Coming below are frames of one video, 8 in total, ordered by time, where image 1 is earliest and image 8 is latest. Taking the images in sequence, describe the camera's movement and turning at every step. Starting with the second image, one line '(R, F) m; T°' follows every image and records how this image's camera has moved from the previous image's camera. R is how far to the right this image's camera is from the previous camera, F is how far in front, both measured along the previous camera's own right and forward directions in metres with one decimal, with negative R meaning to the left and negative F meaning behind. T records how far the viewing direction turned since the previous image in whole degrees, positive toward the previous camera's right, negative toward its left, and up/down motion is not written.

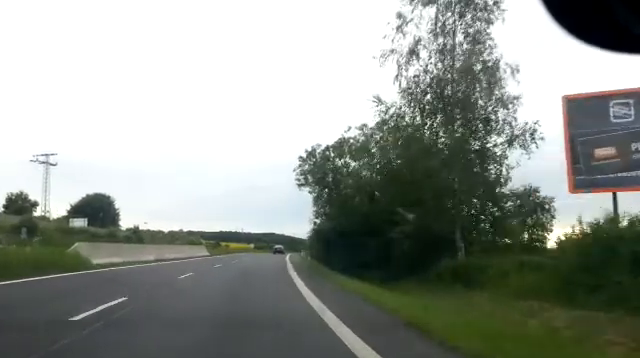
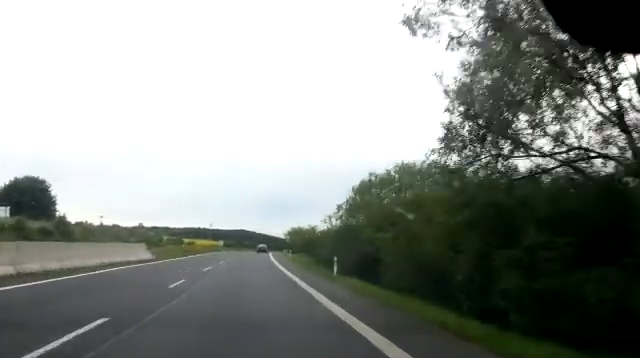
(+0.6, +20.0) m; +3°
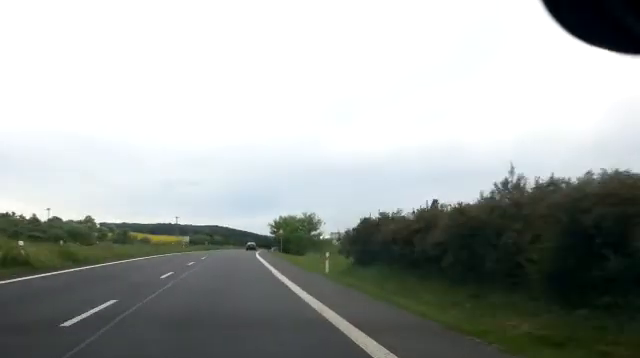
(+1.4, +33.1) m; +3°
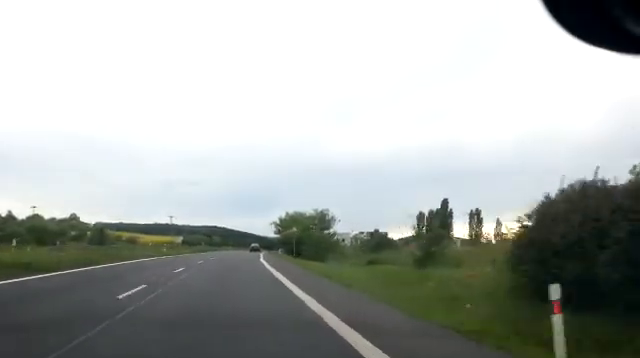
(+0.1, +14.0) m; +1°
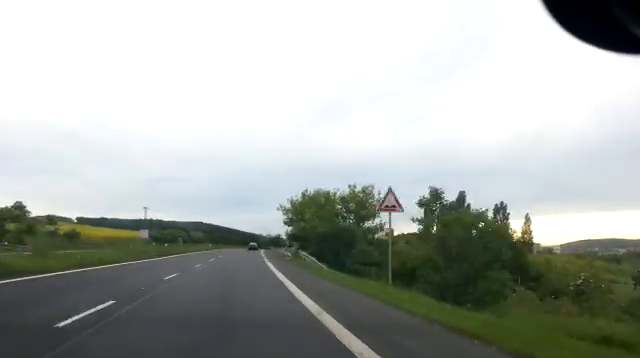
(+0.6, +29.8) m; +2°
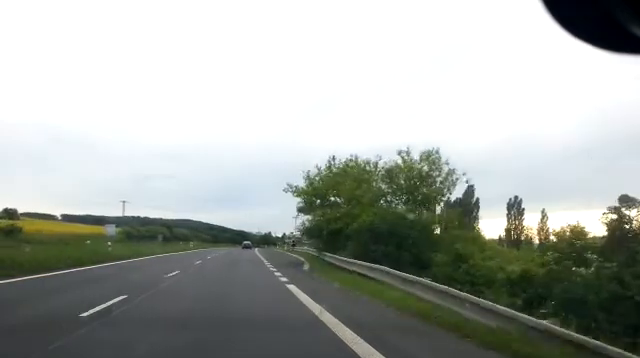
(+0.1, +16.6) m; +1°
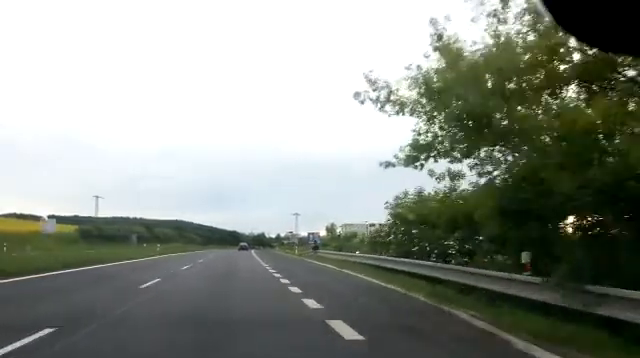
(+0.2, +21.5) m; 0°
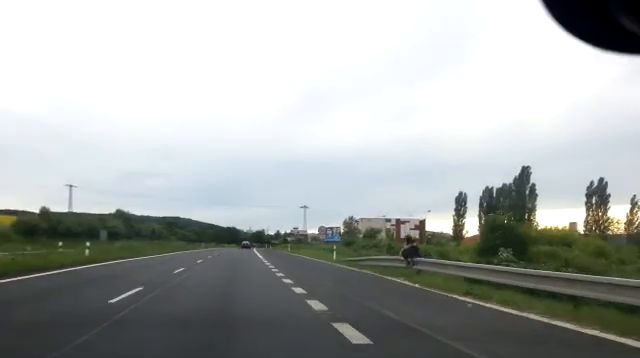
(-0.2, +20.6) m; 0°
